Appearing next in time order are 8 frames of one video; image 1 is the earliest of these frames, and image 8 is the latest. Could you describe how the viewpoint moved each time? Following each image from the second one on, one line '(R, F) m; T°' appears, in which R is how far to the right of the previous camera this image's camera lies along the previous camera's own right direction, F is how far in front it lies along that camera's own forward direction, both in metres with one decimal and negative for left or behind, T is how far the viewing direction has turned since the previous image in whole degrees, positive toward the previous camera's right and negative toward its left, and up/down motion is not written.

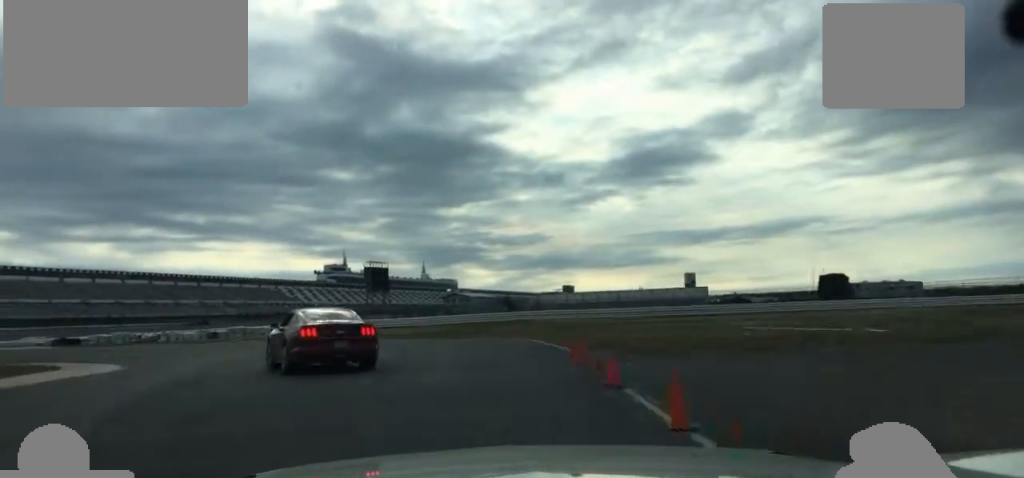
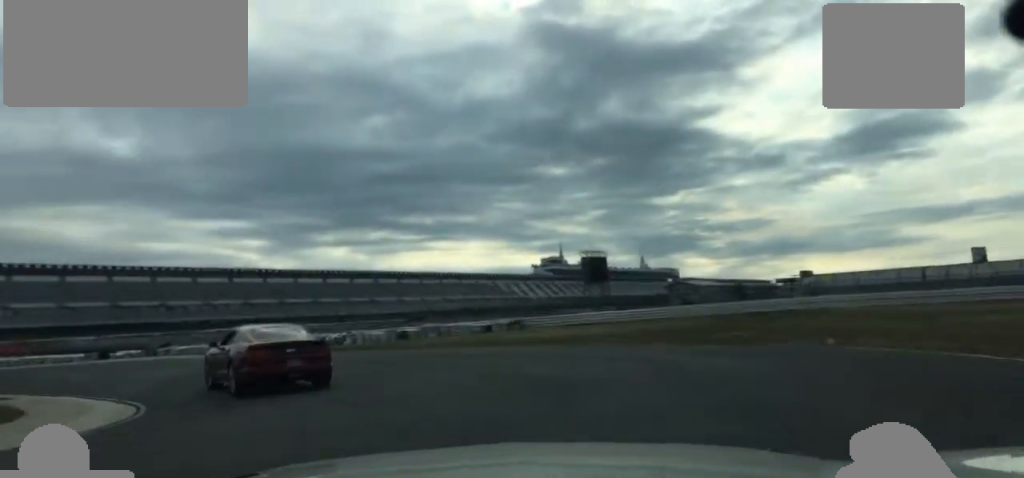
(-0.3, +16.9) m; -10°
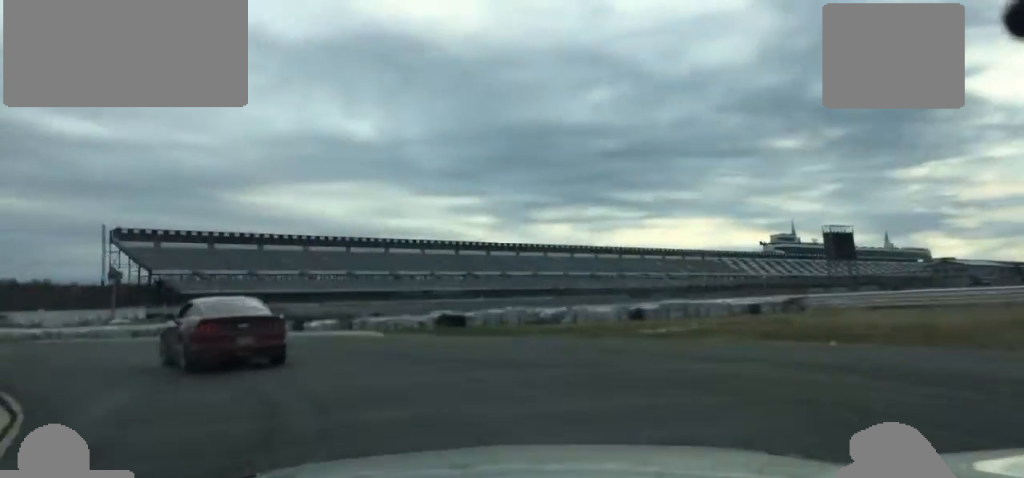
(-1.5, +13.2) m; -14°
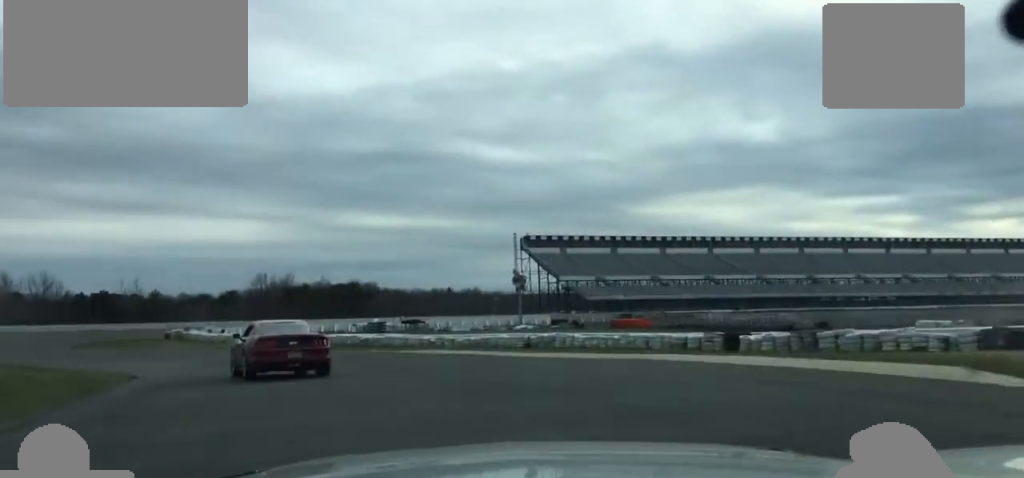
(-4.5, +20.4) m; -24°
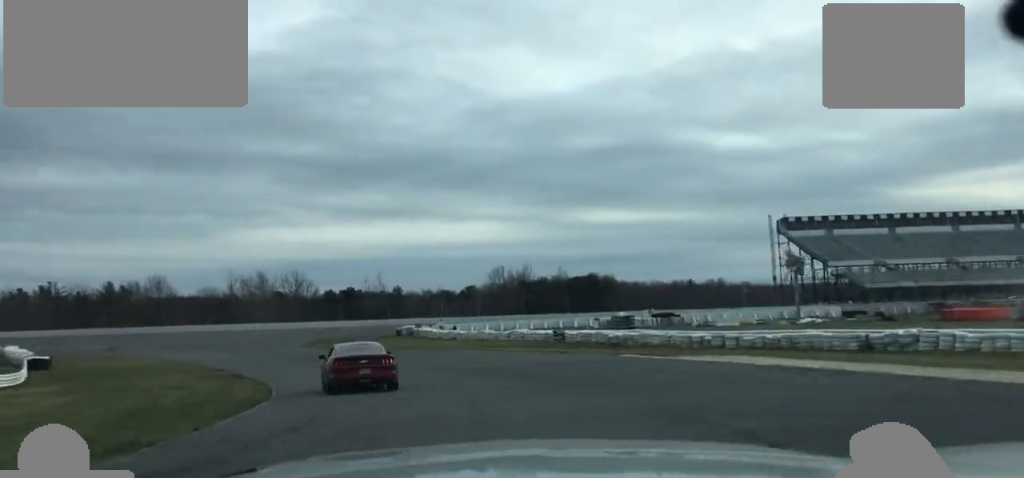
(-2.9, +16.6) m; -14°
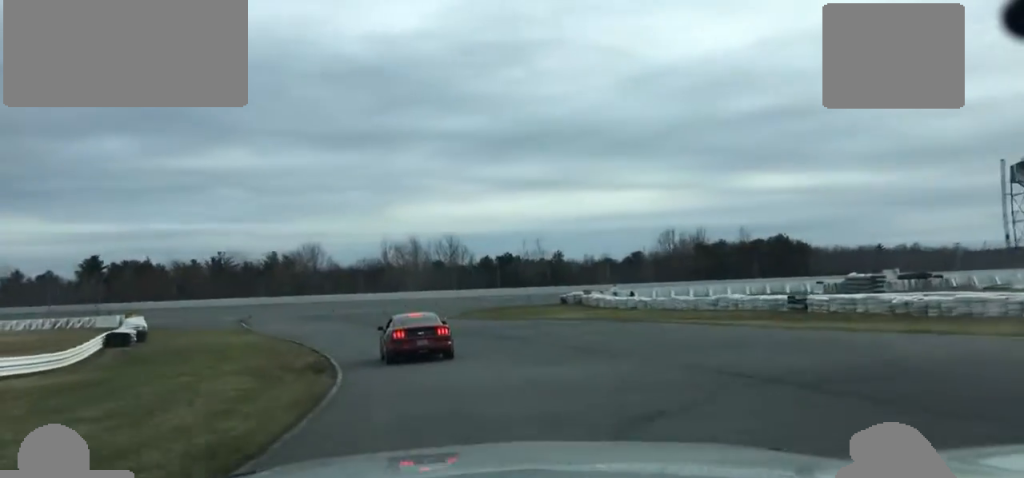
(-1.9, +17.2) m; -9°
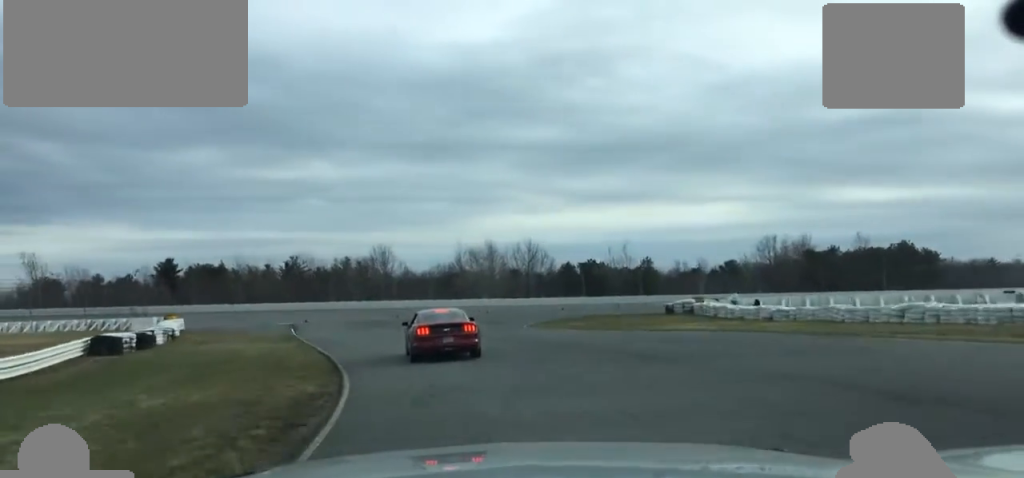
(-0.4, +11.7) m; -4°
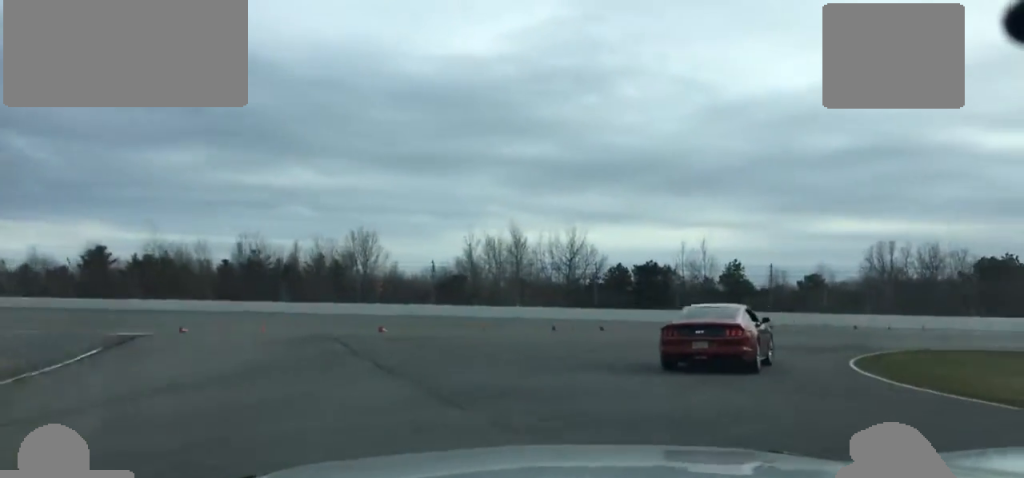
(-2.4, +42.0) m; 0°
